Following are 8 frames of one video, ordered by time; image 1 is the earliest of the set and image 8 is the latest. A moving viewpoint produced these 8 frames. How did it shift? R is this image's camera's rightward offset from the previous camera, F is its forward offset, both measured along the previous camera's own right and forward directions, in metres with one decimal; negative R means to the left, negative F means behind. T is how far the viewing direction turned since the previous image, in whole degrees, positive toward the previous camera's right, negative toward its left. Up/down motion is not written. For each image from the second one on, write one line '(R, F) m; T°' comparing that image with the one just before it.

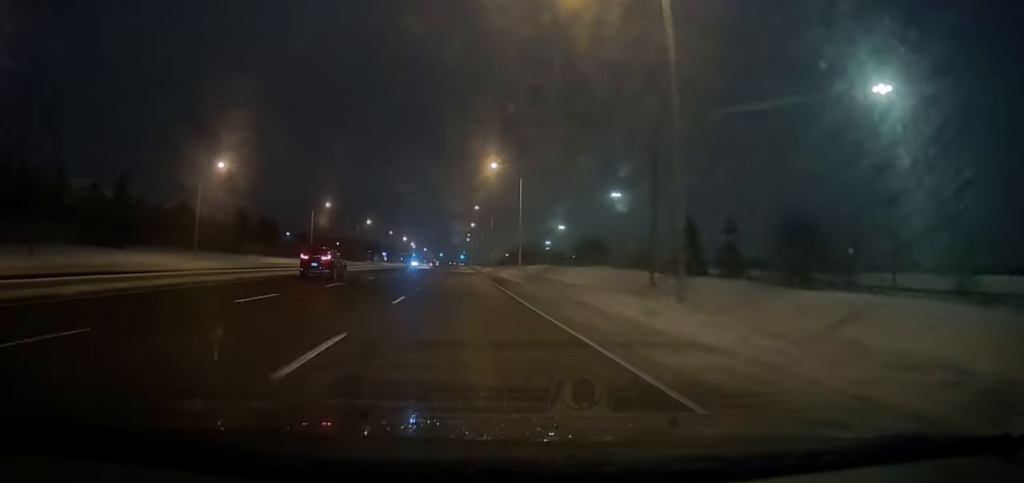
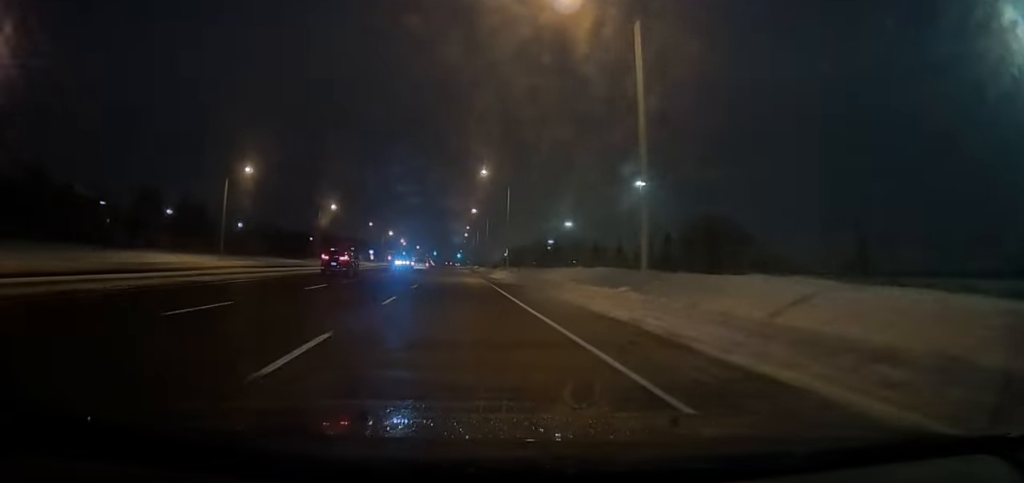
(-0.4, +41.2) m; -1°
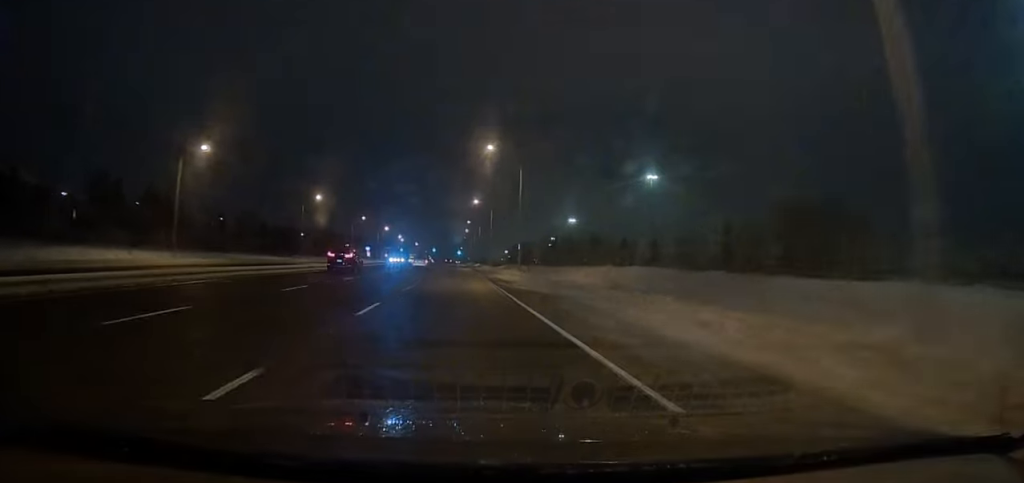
(-0.5, +12.9) m; 0°
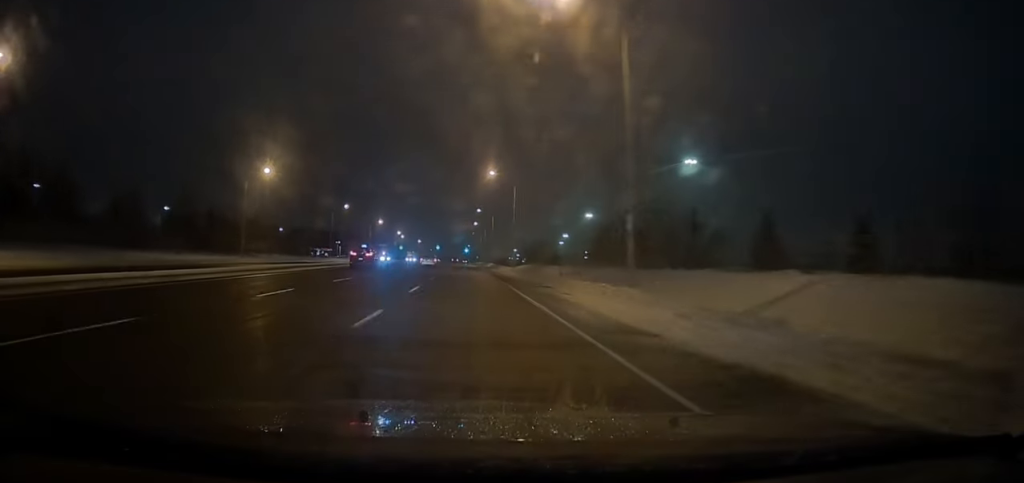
(+0.9, +32.0) m; +1°
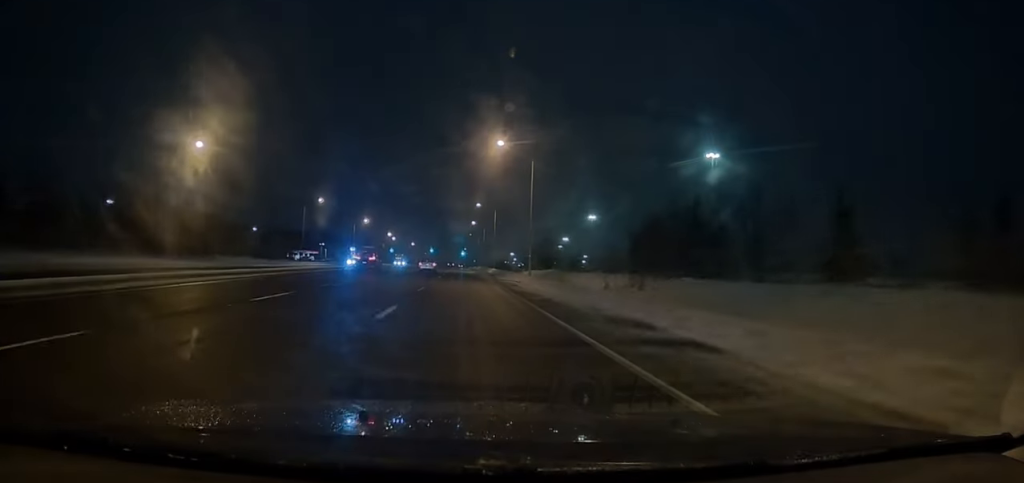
(-0.2, +19.6) m; 0°
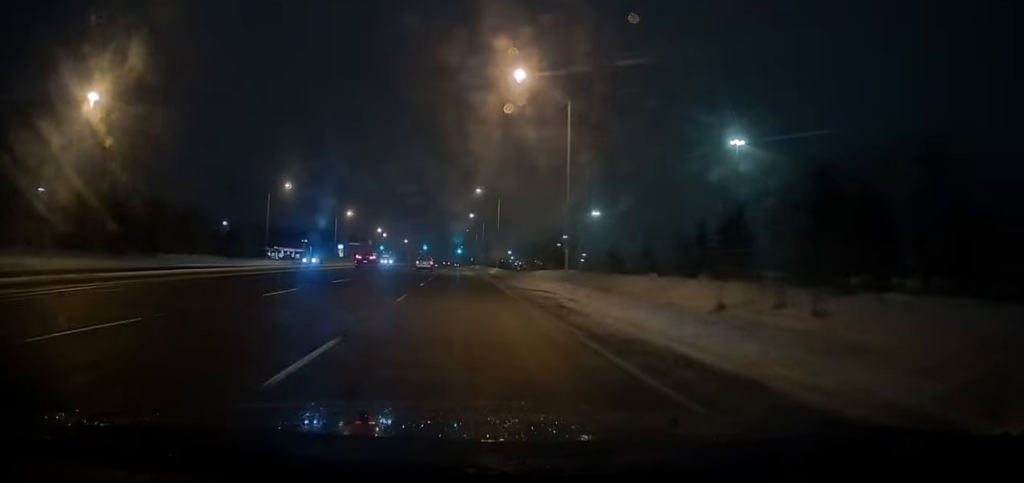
(0.0, +18.1) m; +1°
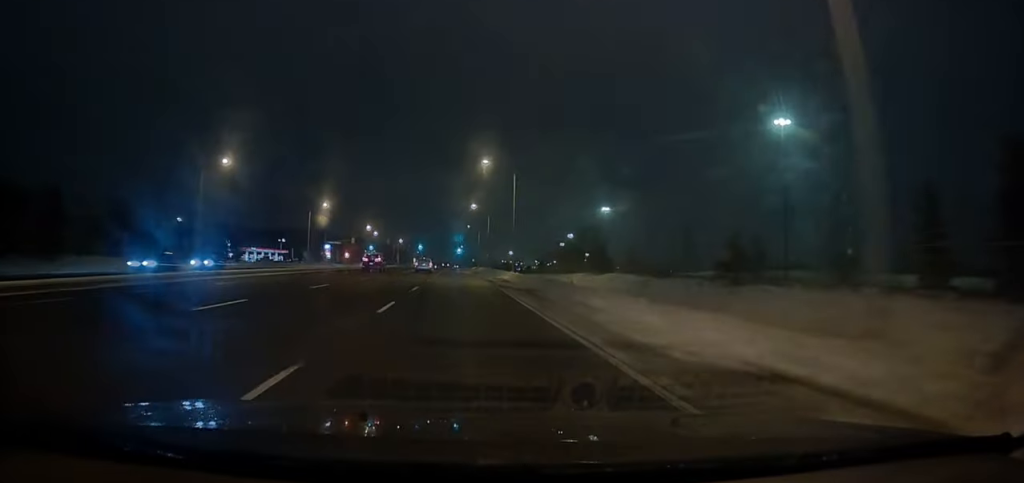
(+0.3, +23.6) m; 0°
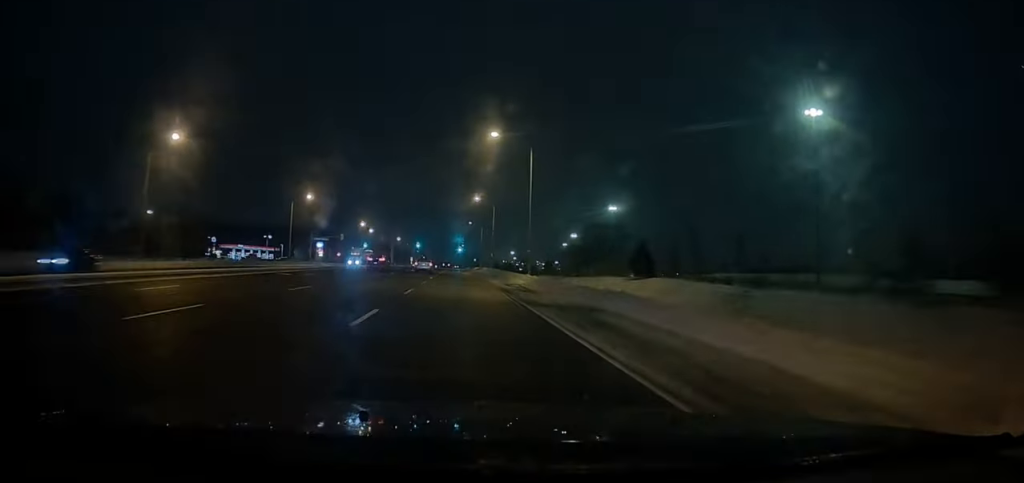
(+0.2, +12.5) m; -1°
